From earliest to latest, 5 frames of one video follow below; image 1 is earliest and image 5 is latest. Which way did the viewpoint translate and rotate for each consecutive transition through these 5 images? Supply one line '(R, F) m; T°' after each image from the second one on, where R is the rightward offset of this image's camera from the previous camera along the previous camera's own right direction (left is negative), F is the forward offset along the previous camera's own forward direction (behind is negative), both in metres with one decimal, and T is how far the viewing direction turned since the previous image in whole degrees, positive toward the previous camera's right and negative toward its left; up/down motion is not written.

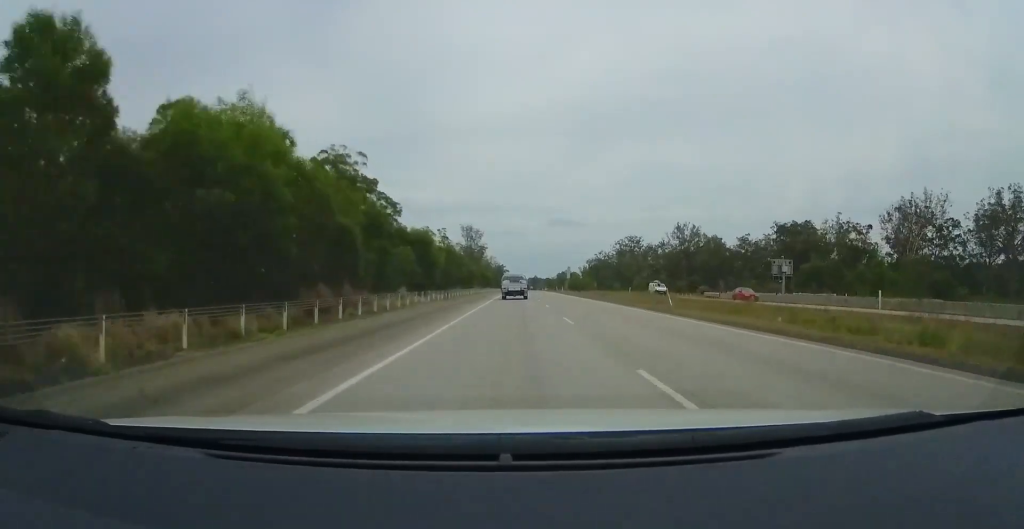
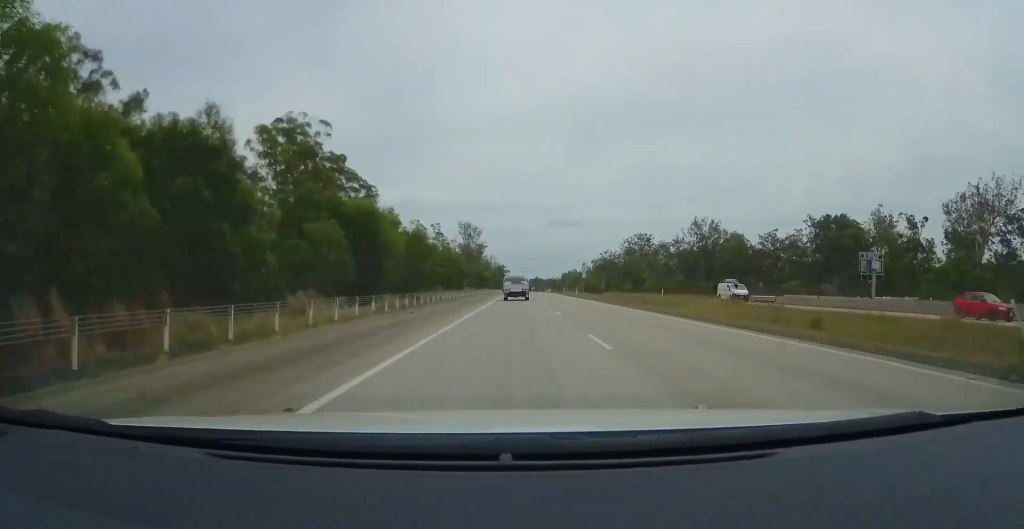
(+0.1, +18.1) m; 0°
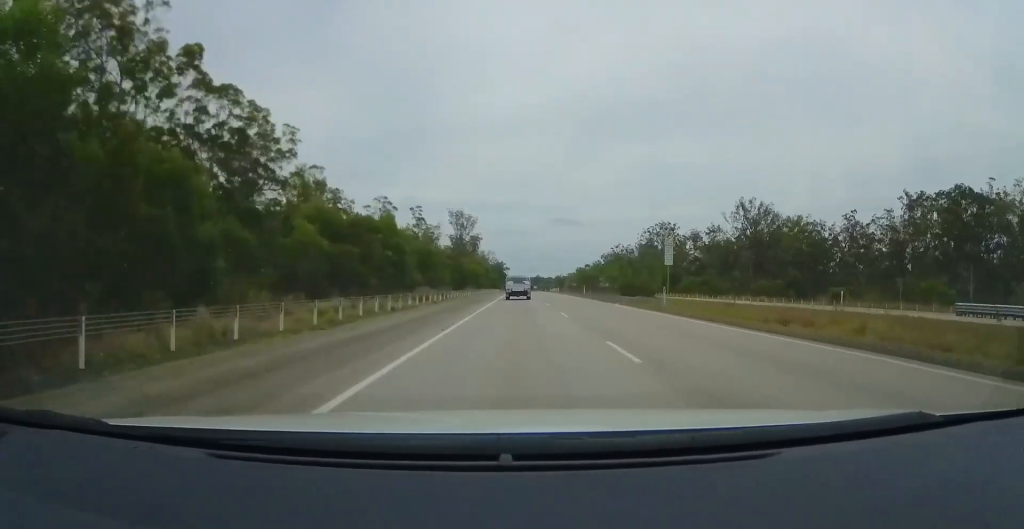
(0.0, +37.5) m; 0°
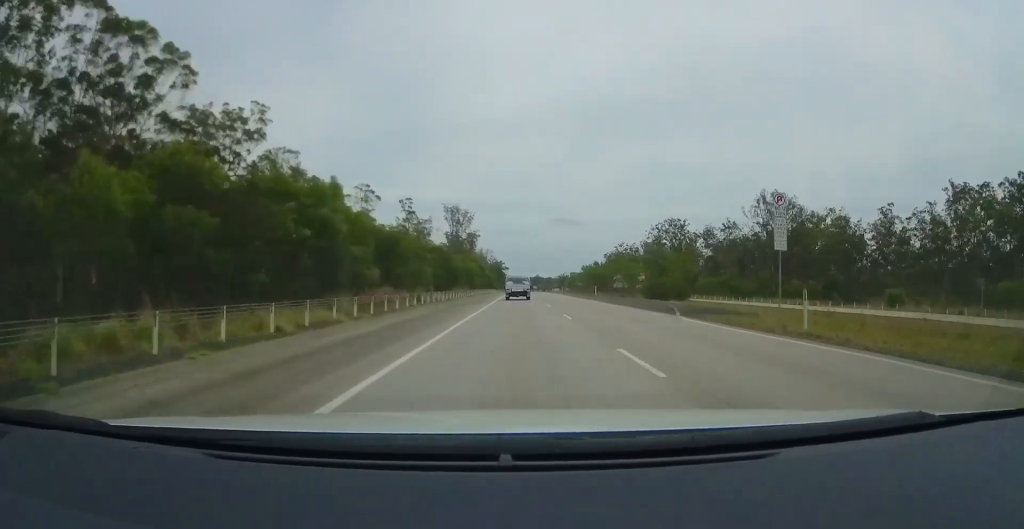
(-0.1, +13.3) m; 0°
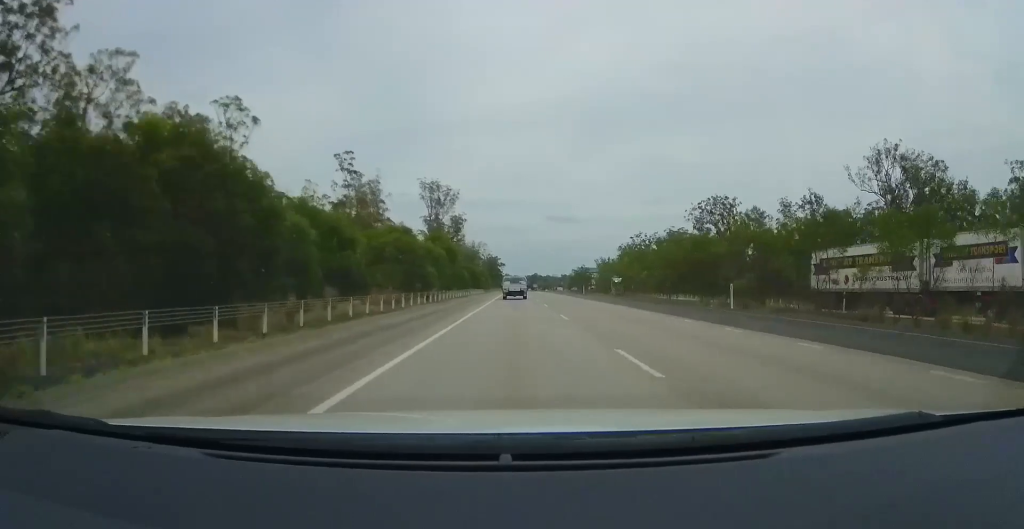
(+0.8, +47.2) m; +1°
